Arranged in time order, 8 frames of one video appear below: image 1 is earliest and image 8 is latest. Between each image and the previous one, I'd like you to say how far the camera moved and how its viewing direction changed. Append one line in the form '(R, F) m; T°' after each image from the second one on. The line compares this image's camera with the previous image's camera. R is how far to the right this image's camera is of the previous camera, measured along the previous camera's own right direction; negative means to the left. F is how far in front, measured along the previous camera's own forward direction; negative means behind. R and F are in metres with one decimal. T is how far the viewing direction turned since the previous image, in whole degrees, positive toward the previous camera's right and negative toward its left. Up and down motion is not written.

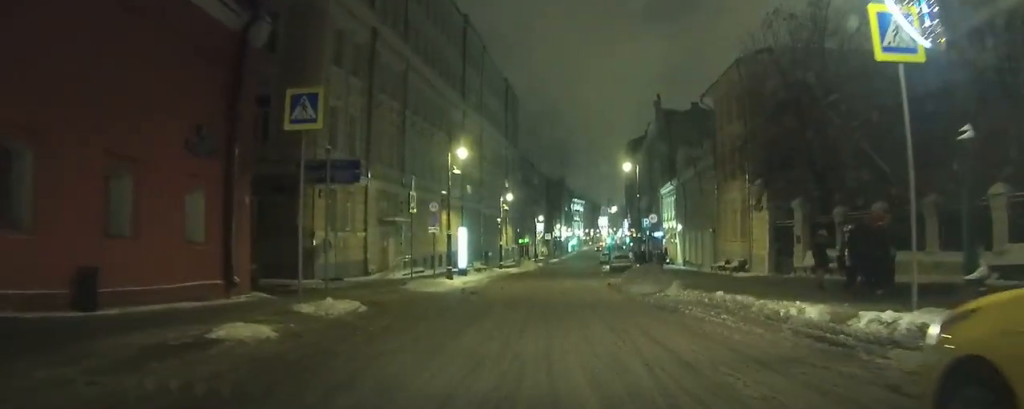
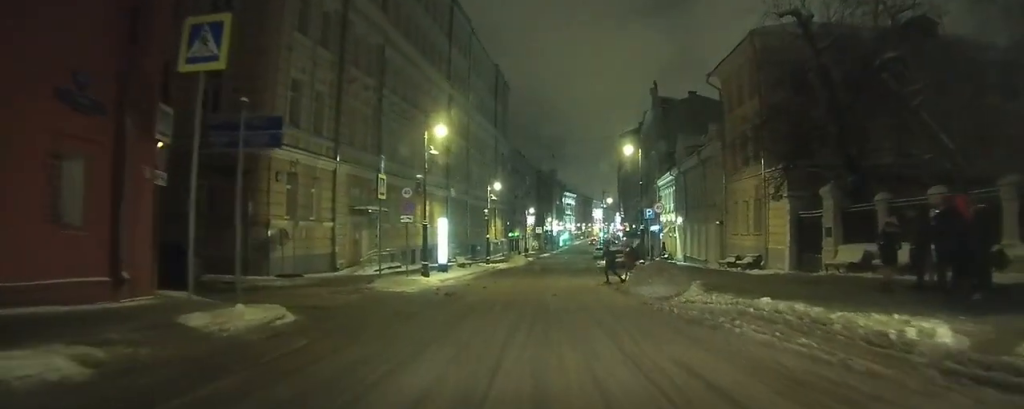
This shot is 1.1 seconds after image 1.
(-0.1, +4.8) m; +2°
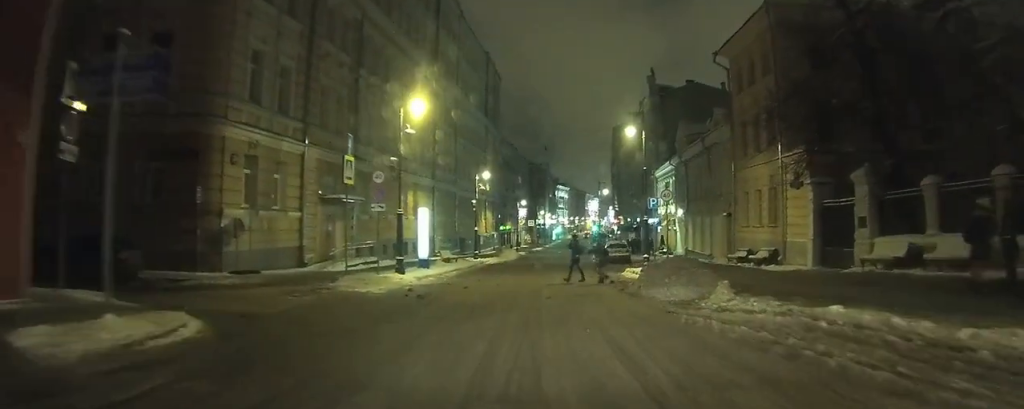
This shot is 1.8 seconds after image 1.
(+0.2, +3.6) m; -2°
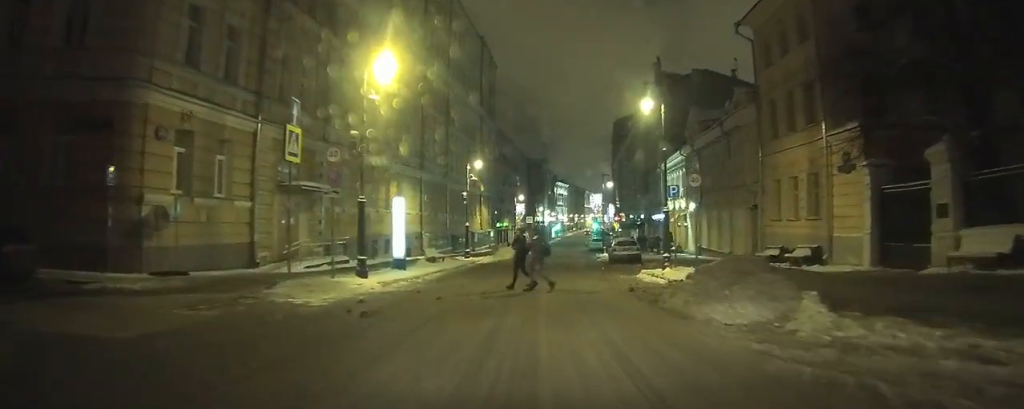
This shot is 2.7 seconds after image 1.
(-0.3, +4.9) m; -5°
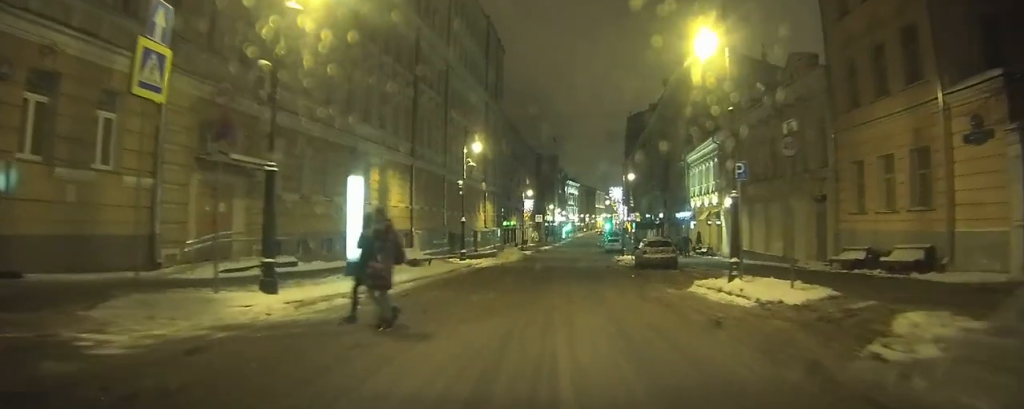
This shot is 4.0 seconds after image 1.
(-0.4, +7.6) m; -1°
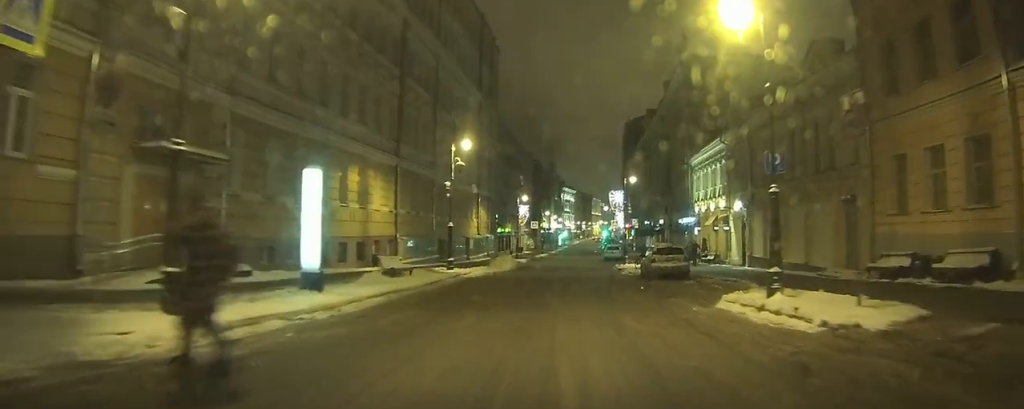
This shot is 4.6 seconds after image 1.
(+0.1, +3.3) m; 0°
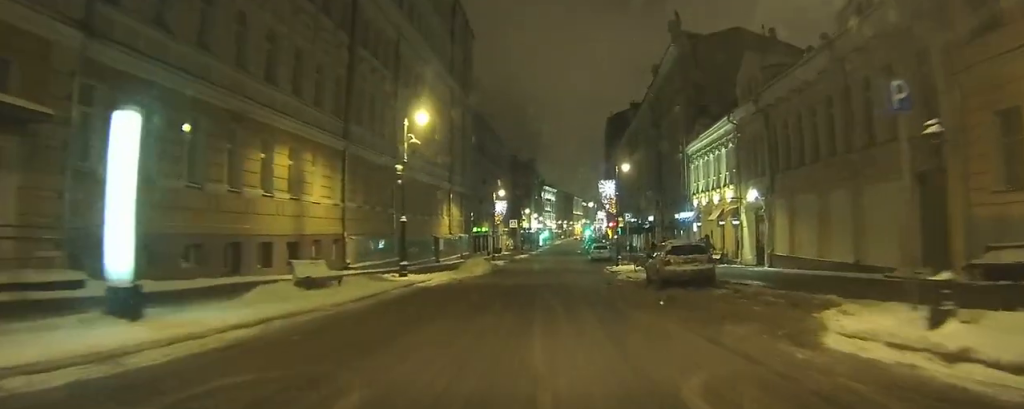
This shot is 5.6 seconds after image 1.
(0.0, +6.5) m; -1°
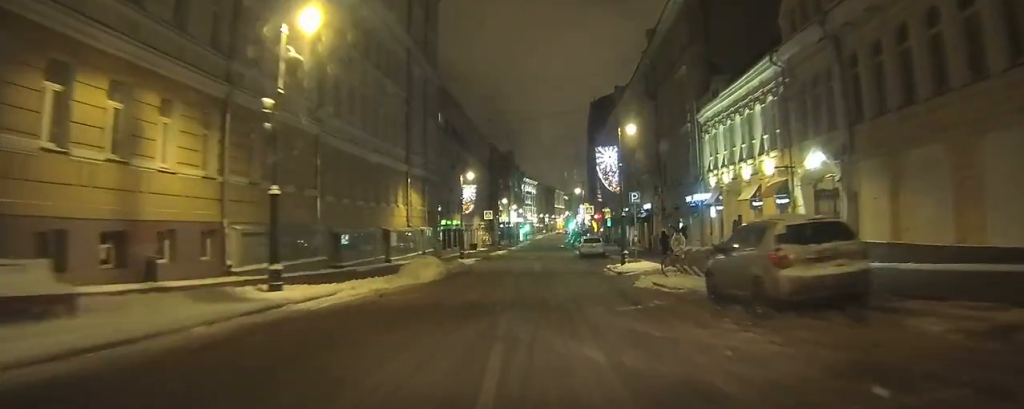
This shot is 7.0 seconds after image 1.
(-0.2, +9.8) m; -1°
